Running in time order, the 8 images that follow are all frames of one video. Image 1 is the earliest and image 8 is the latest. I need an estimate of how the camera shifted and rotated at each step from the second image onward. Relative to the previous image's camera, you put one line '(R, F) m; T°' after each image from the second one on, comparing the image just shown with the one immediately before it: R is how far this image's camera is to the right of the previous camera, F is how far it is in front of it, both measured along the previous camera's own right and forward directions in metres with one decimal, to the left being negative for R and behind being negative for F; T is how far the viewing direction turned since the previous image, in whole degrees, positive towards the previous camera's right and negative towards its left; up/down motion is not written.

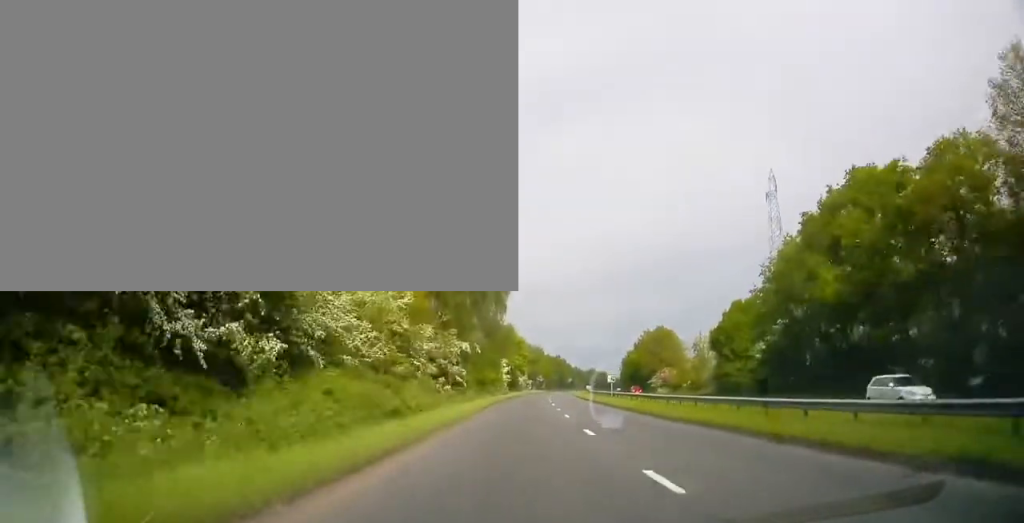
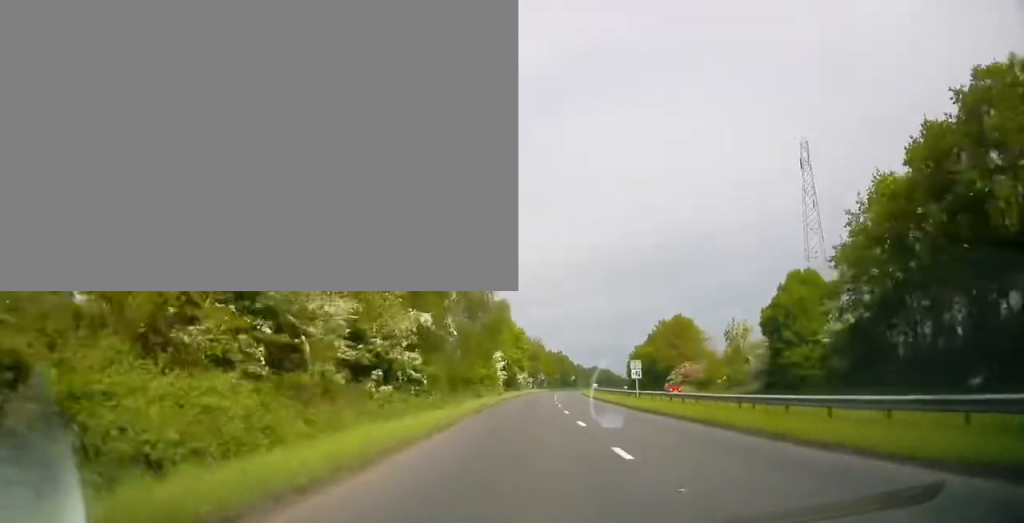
(+0.1, +14.4) m; 0°
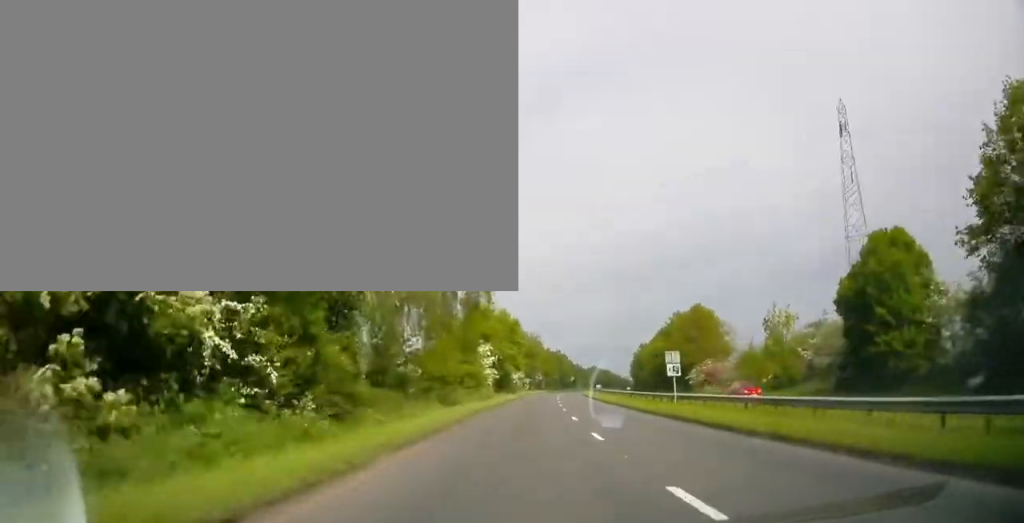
(+0.1, +13.5) m; 0°
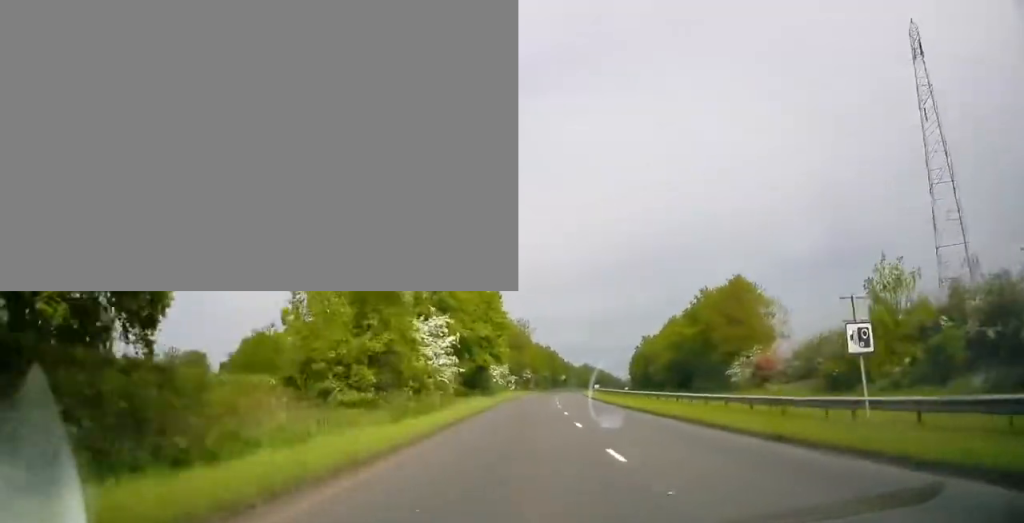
(+0.1, +21.7) m; +1°
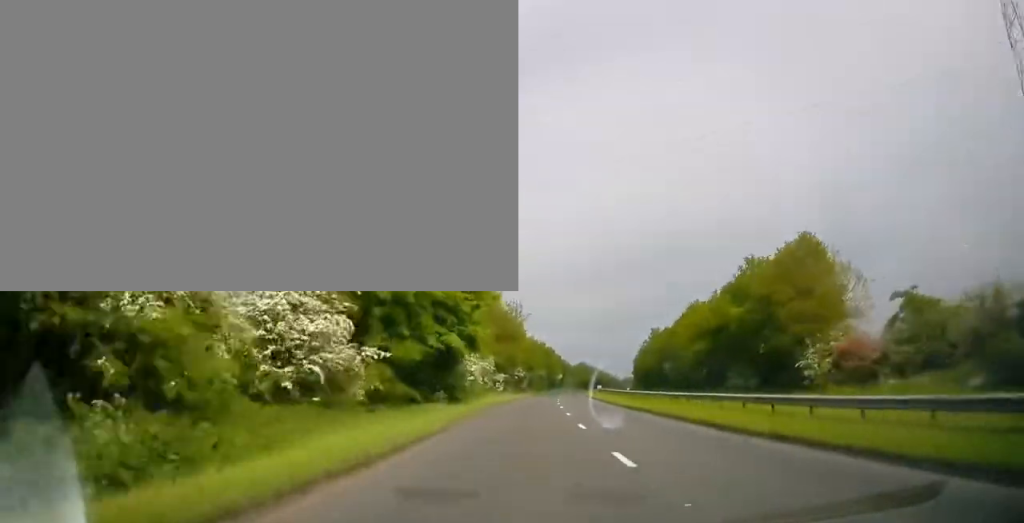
(+0.1, +18.1) m; +1°
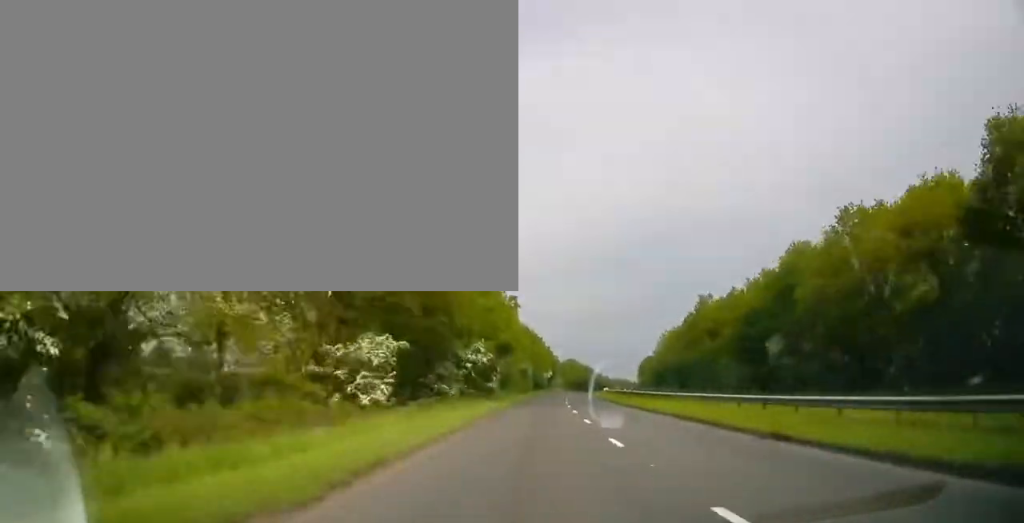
(+1.1, +49.3) m; +2°
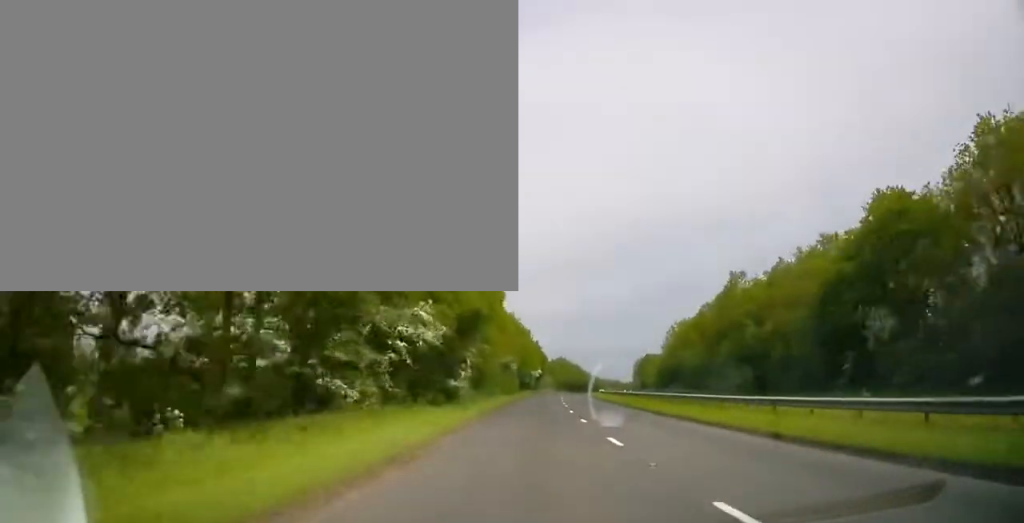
(-0.1, +17.4) m; +1°
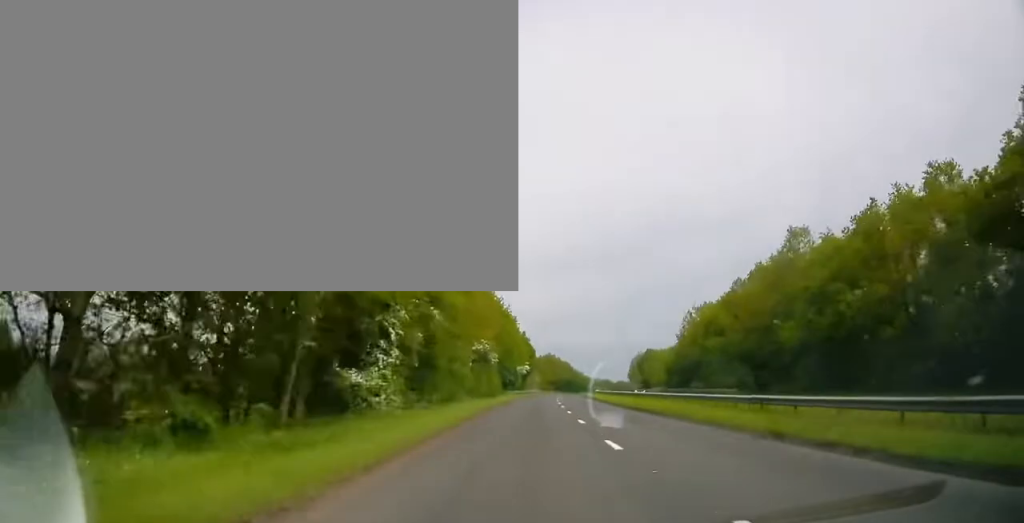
(+0.2, +19.3) m; +1°
